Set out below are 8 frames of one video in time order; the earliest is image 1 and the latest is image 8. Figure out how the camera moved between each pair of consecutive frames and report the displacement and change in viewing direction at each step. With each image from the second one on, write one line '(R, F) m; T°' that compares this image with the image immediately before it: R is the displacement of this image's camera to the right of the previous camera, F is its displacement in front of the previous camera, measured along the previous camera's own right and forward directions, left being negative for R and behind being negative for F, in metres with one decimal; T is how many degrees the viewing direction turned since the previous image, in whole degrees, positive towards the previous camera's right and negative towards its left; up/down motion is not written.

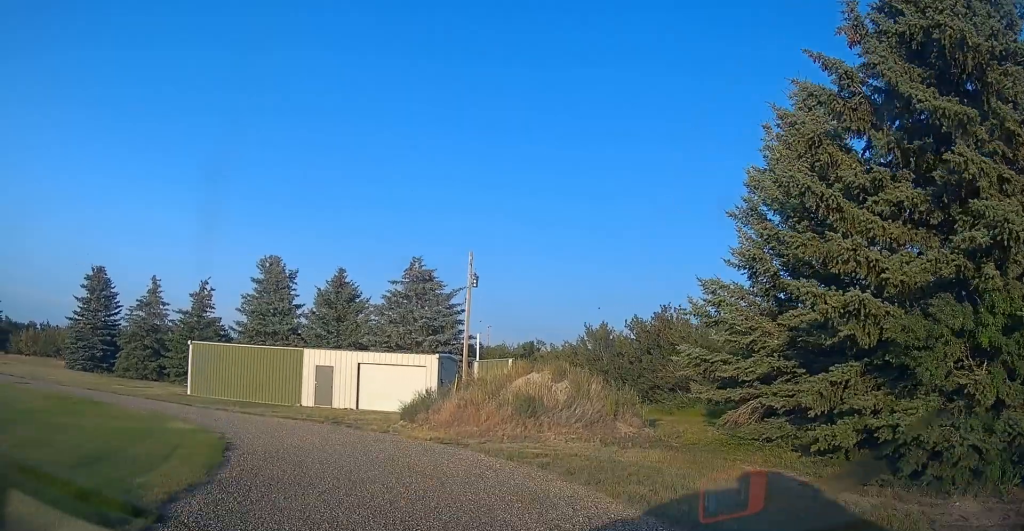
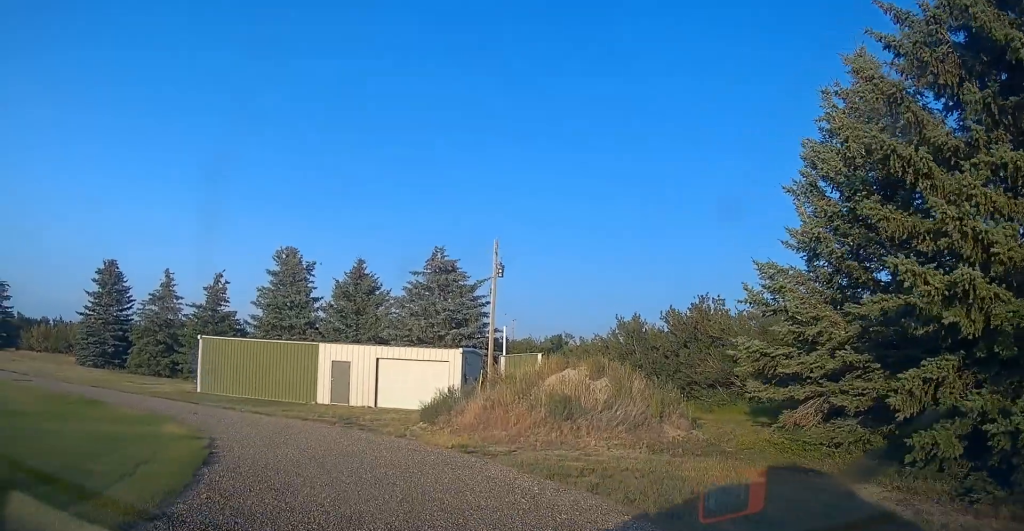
(0.0, +2.2) m; 0°
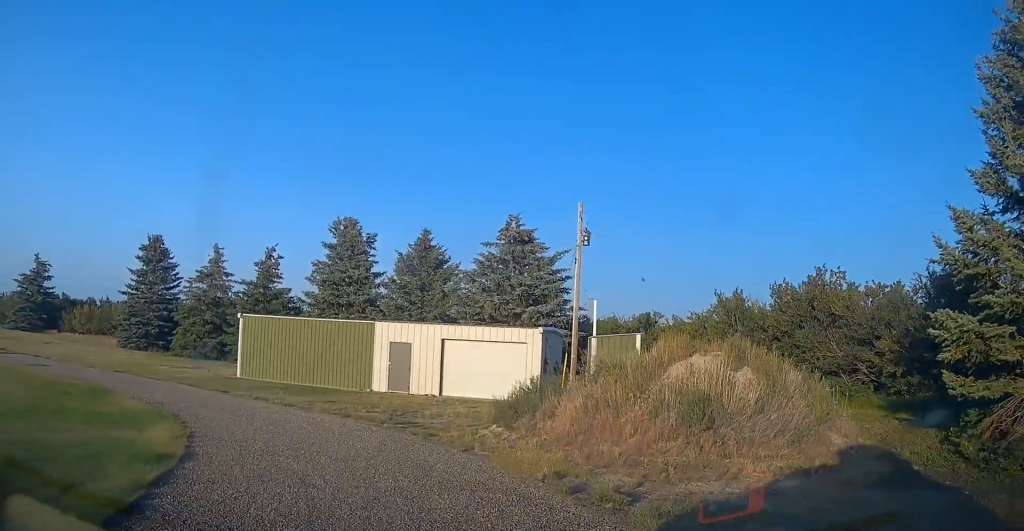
(0.0, +4.8) m; -10°
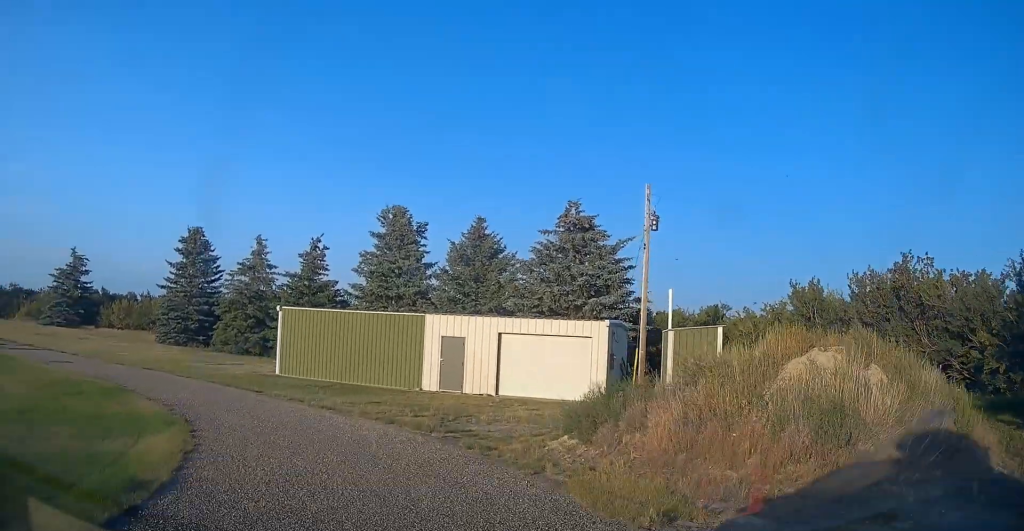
(-0.4, +2.4) m; -8°
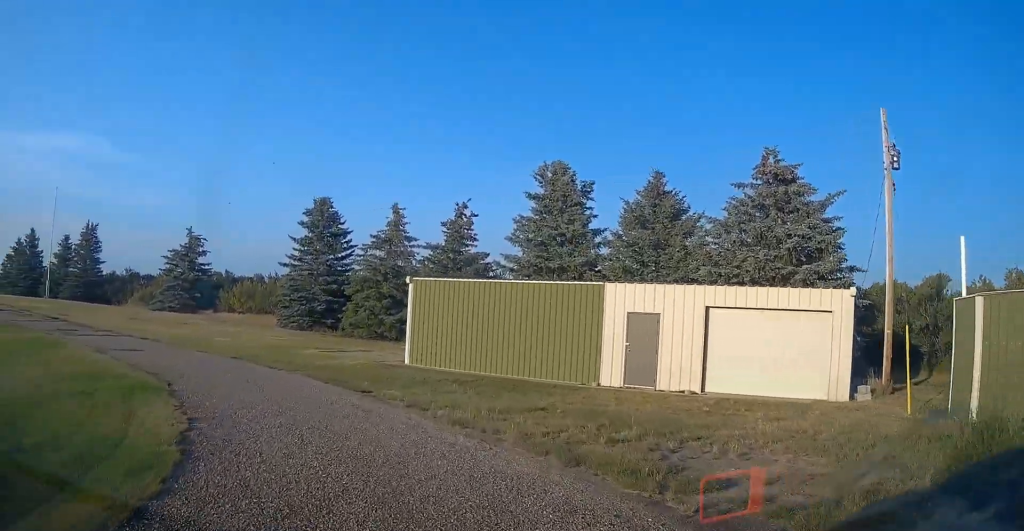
(-0.9, +6.9) m; -11°
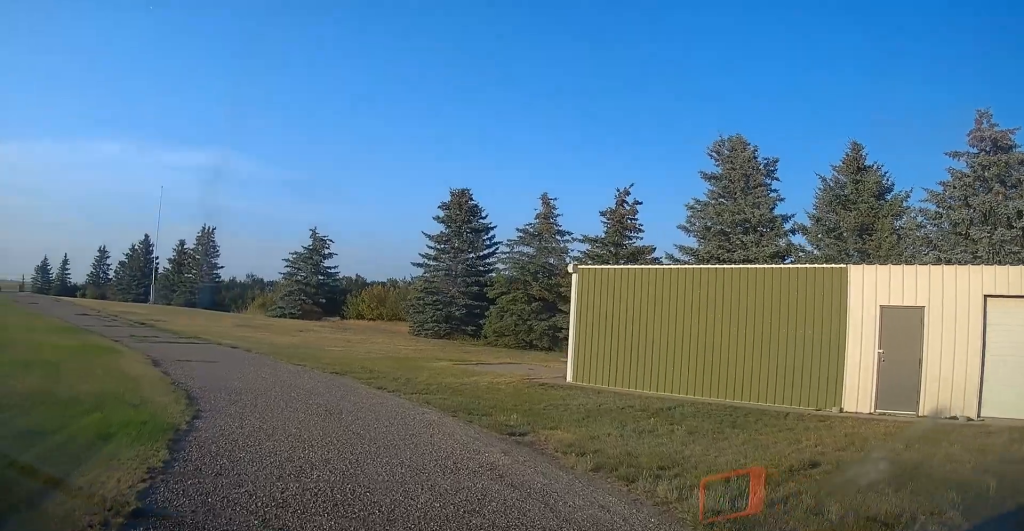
(-0.5, +5.8) m; -15°
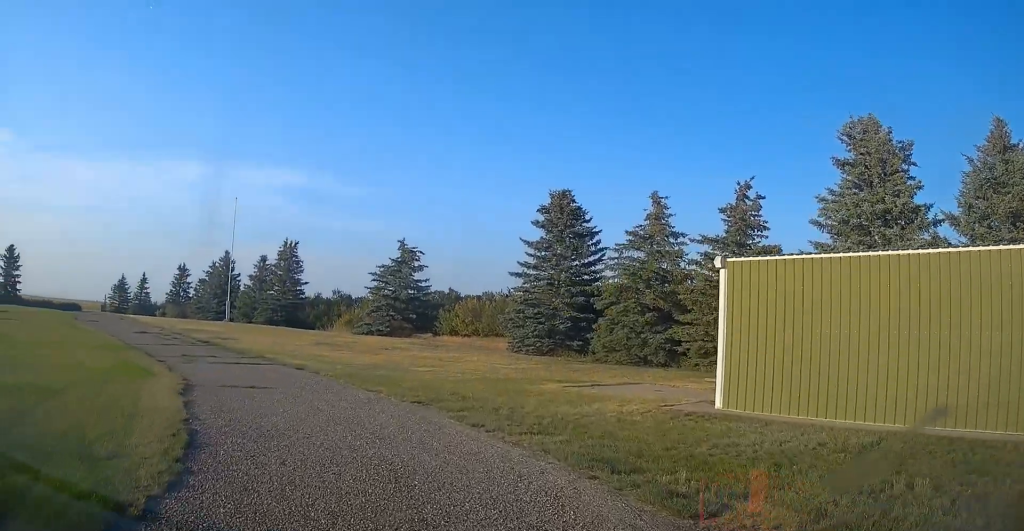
(-0.4, +3.8) m; -11°
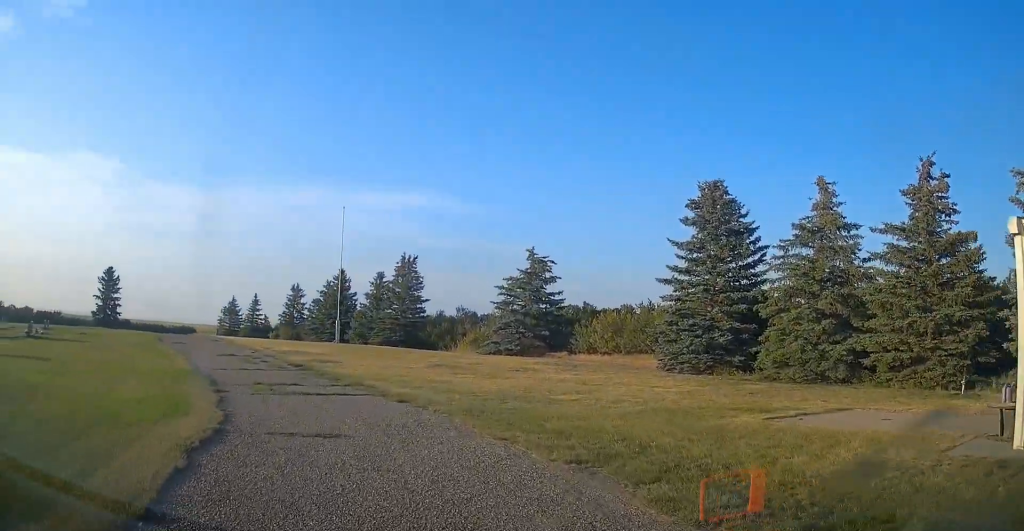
(-0.3, +5.4) m; -11°
